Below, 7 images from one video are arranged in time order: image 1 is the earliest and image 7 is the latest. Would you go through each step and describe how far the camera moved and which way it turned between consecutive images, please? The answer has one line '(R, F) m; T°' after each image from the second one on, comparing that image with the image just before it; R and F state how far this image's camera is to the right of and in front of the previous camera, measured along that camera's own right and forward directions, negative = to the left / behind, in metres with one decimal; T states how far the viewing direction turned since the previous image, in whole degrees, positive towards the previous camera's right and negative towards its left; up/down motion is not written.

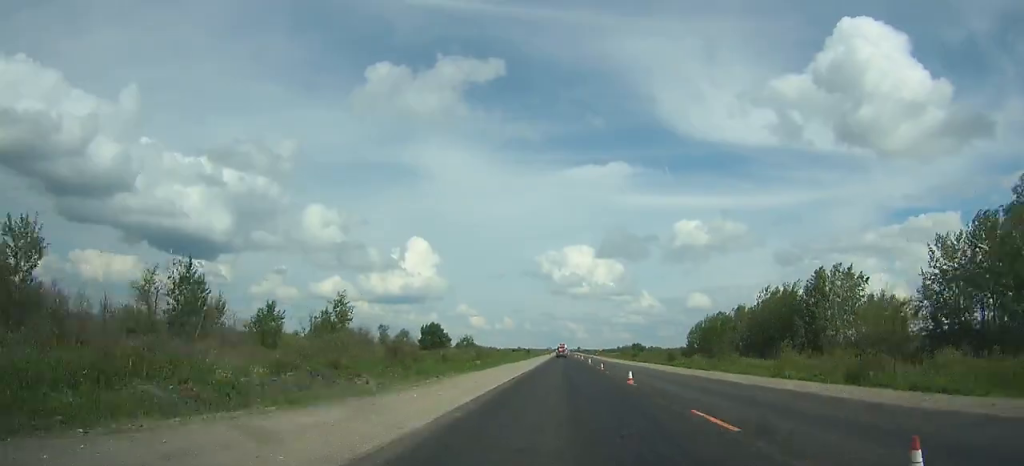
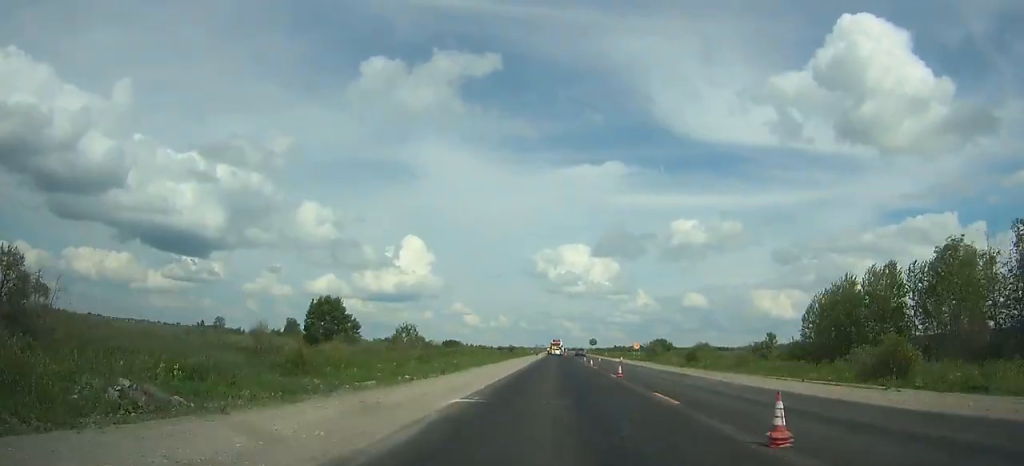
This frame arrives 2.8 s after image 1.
(+0.4, +65.1) m; +1°
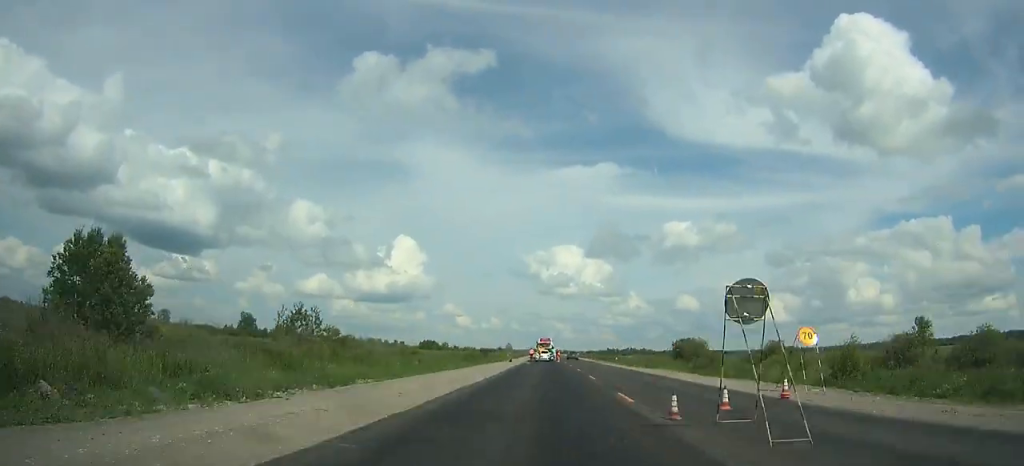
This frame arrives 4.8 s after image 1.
(+0.5, +45.7) m; +1°
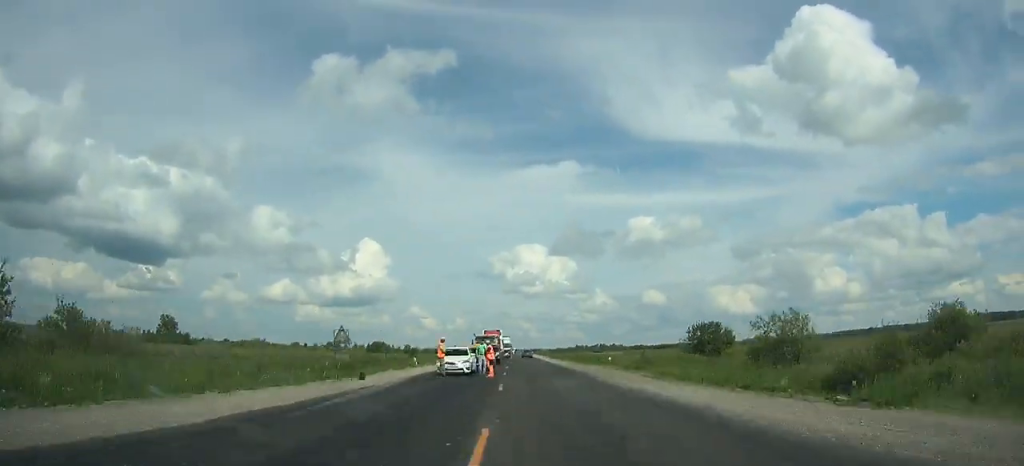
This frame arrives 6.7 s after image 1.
(+0.8, +43.3) m; 0°
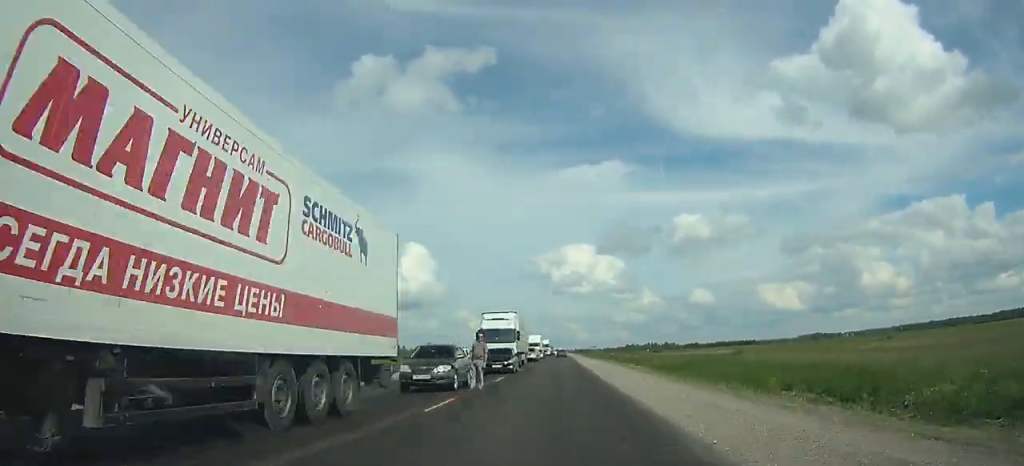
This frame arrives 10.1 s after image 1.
(-1.5, +83.1) m; -2°
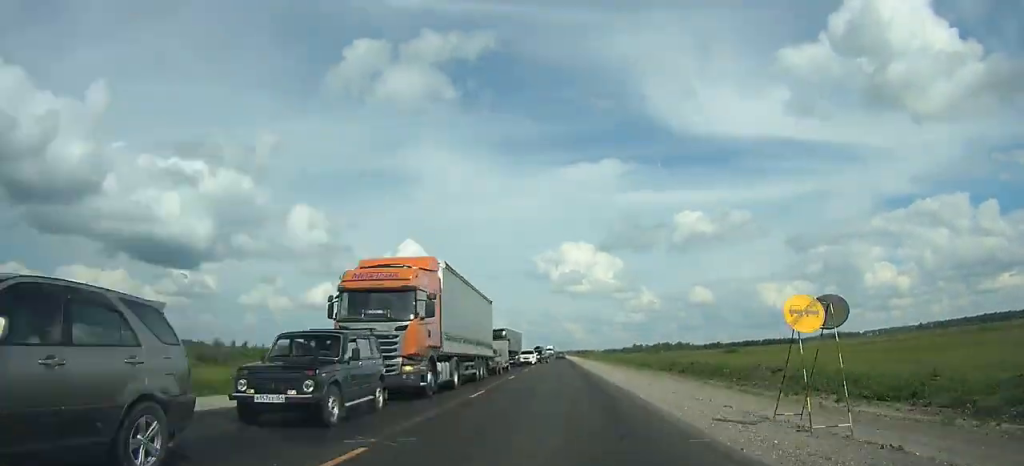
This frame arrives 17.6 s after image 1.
(-1.8, +187.5) m; -1°
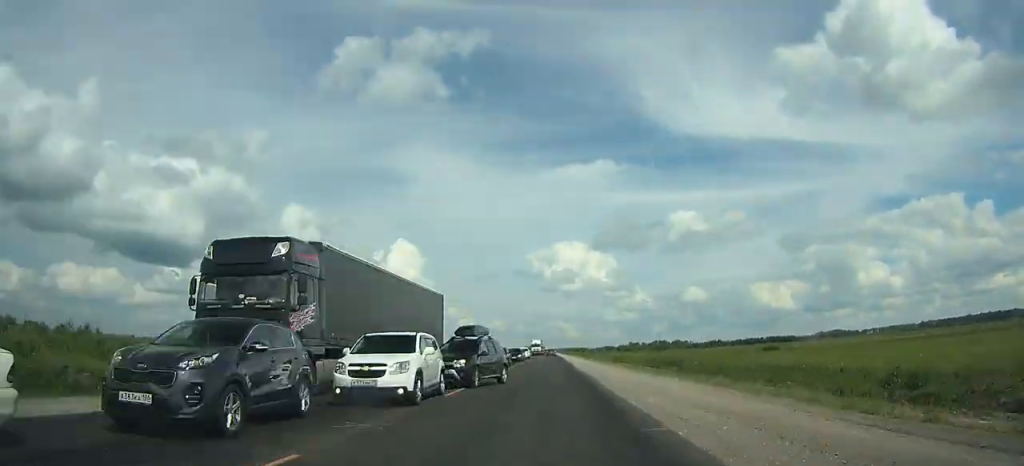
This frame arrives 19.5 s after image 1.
(0.0, +48.2) m; 0°
